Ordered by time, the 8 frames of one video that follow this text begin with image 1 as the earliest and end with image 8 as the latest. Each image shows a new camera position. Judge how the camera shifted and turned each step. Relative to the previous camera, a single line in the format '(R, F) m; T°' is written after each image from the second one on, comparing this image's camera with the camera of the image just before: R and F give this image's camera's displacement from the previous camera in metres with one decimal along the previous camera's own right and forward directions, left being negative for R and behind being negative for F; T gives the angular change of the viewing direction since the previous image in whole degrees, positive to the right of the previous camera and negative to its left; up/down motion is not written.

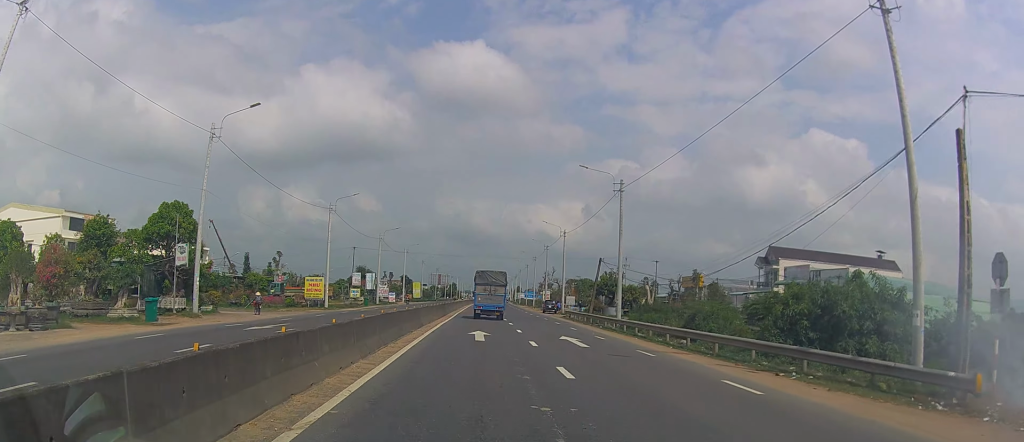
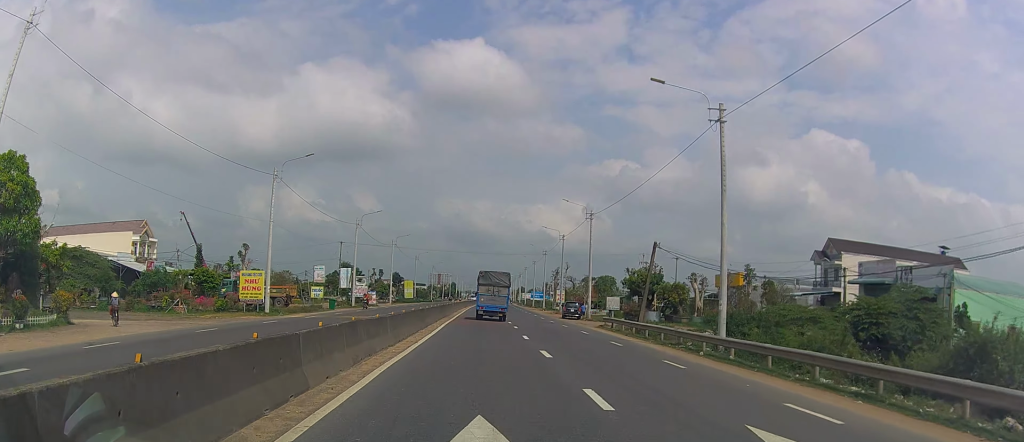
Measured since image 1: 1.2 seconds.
(+0.5, +19.8) m; +1°
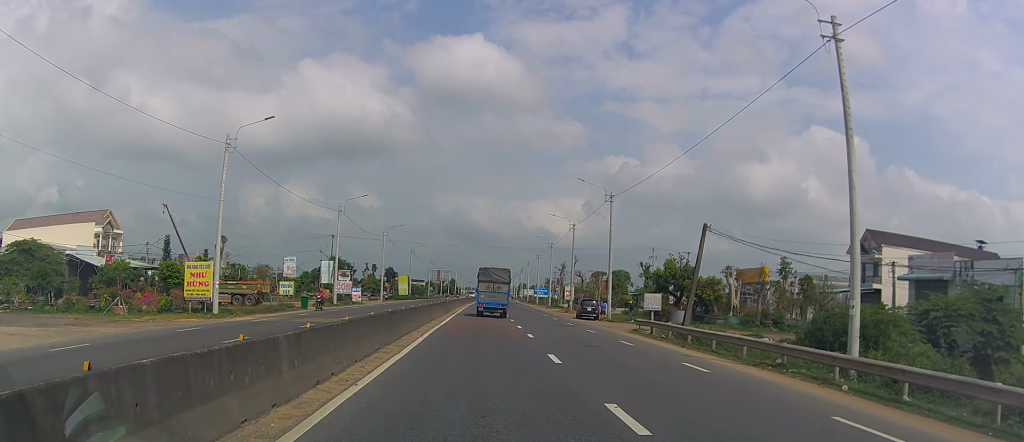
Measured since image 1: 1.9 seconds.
(0.0, +10.1) m; 0°
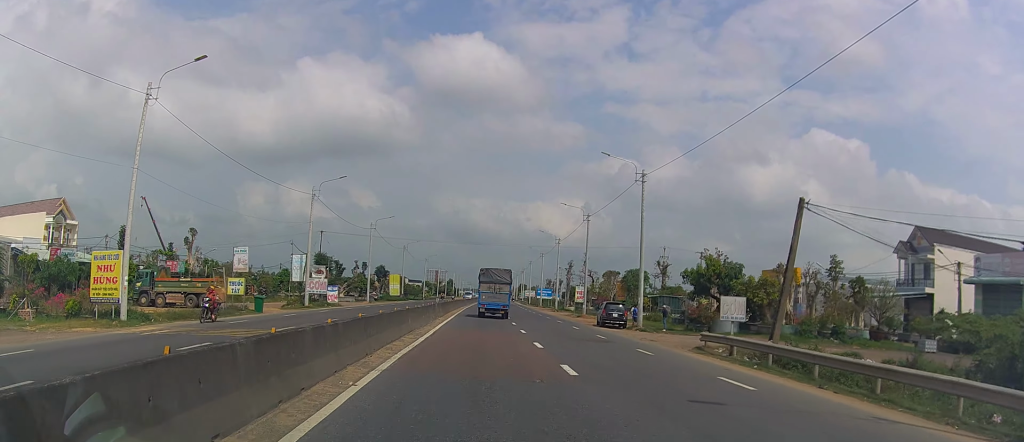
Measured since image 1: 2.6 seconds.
(-0.2, +11.1) m; 0°
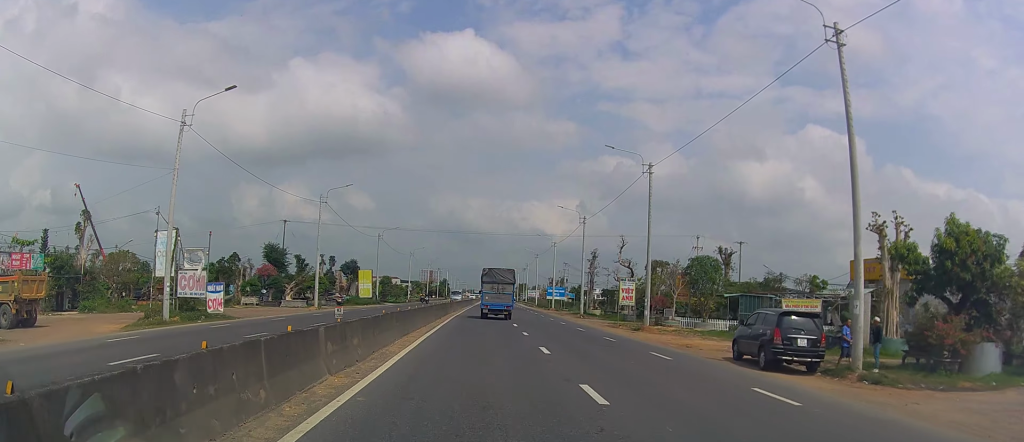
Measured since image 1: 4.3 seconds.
(-0.3, +26.4) m; -2°
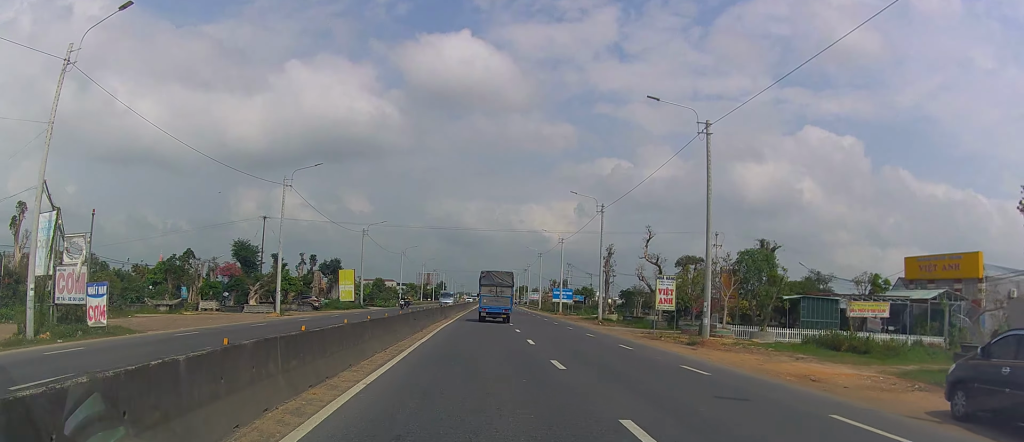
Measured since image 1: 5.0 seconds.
(0.0, +11.4) m; +2°
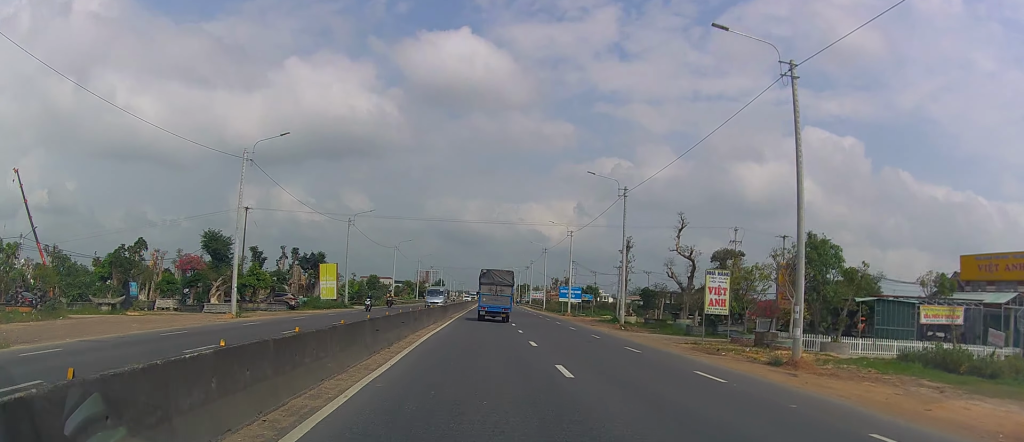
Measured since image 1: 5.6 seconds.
(0.0, +9.3) m; +2°
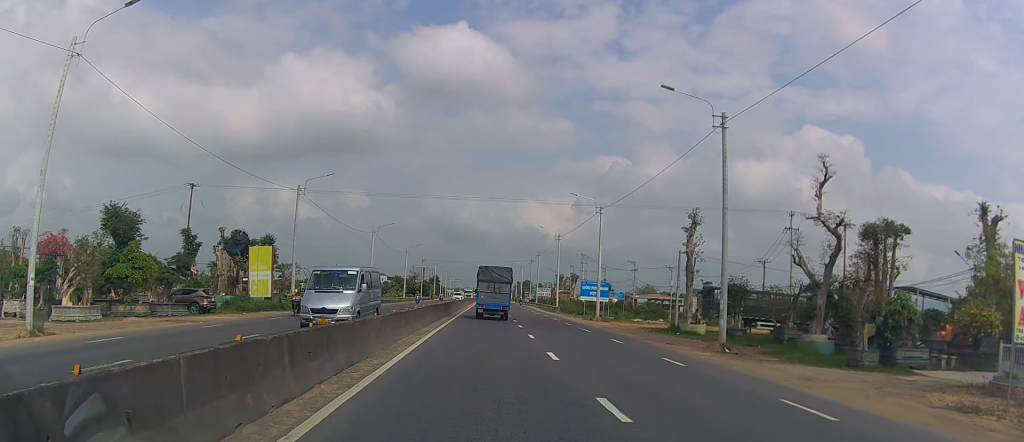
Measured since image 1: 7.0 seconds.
(+0.4, +21.0) m; -1°
